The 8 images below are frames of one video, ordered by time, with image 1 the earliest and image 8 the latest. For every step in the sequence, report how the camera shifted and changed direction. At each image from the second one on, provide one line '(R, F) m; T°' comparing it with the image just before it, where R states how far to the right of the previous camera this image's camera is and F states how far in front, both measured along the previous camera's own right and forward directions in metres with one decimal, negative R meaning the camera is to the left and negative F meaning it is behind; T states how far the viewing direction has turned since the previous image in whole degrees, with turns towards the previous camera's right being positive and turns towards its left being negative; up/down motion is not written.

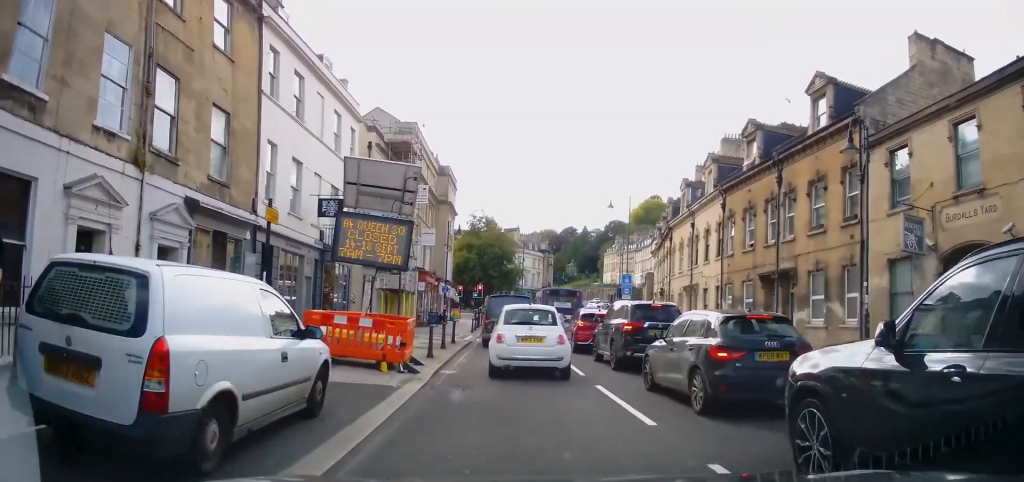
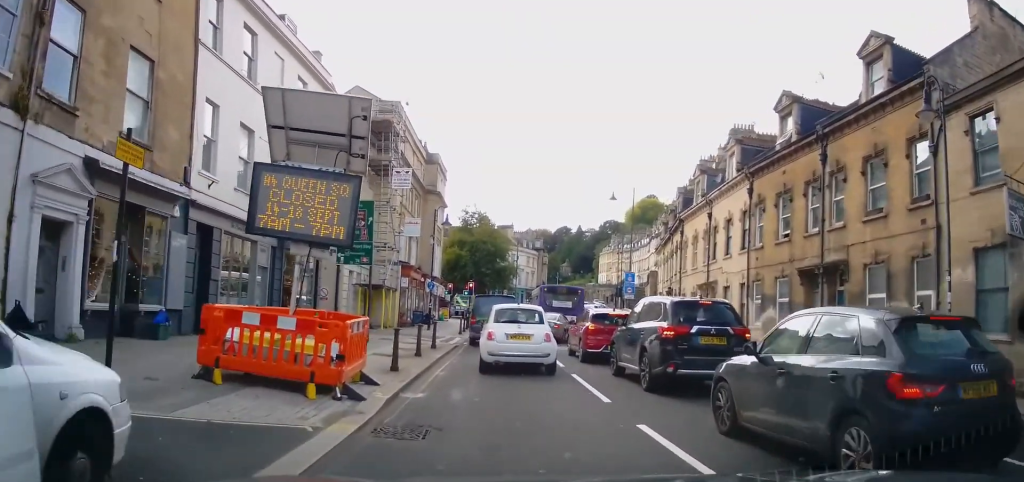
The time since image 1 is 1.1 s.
(-0.3, +4.2) m; -1°
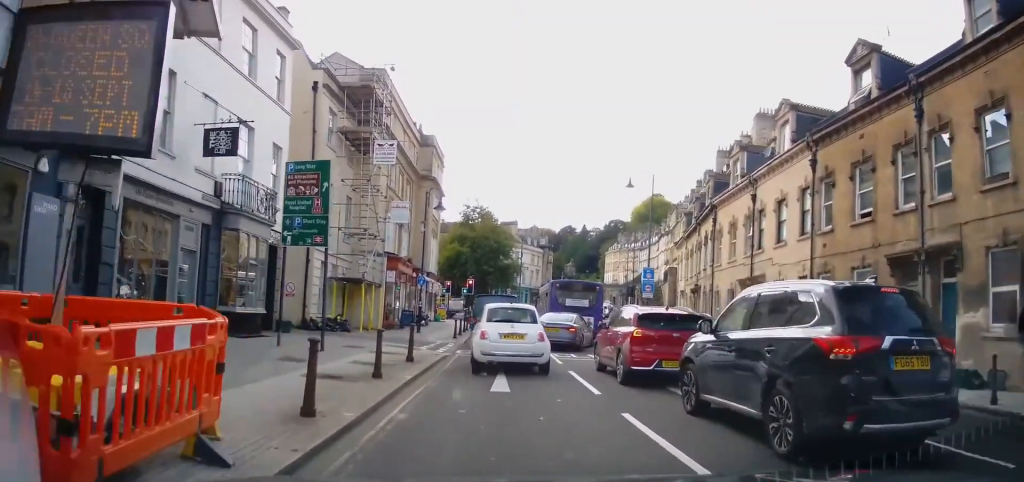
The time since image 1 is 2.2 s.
(+0.2, +4.8) m; +4°
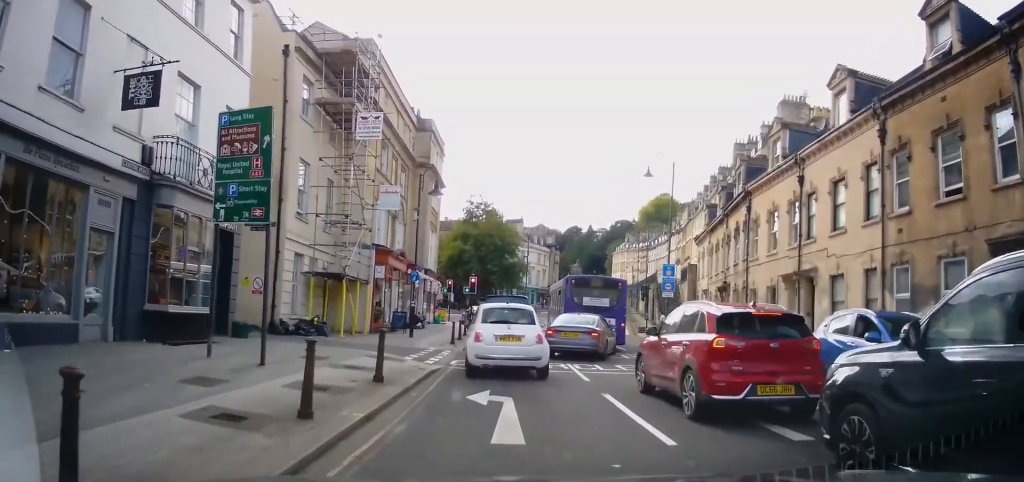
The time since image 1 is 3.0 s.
(+0.1, +3.4) m; 0°
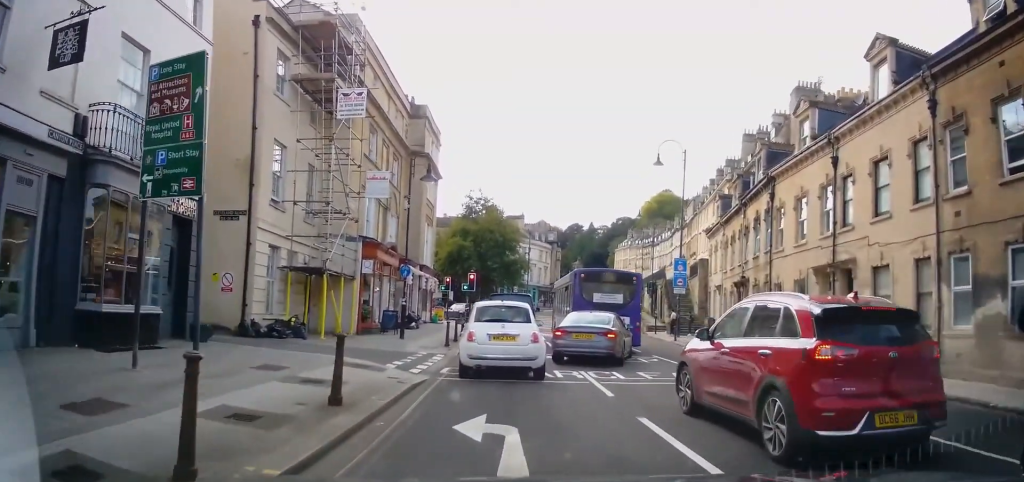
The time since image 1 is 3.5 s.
(+0.1, +2.4) m; -4°
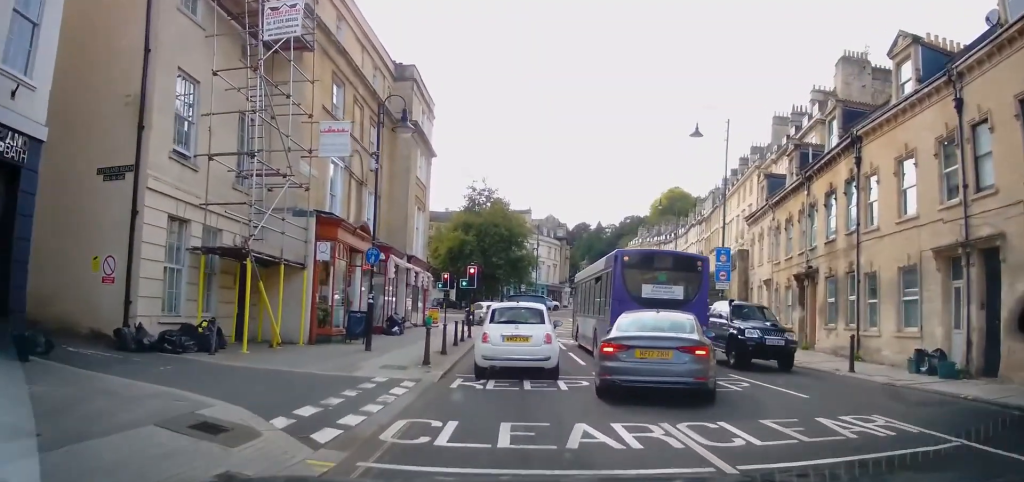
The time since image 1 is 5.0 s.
(-0.6, +6.8) m; -4°
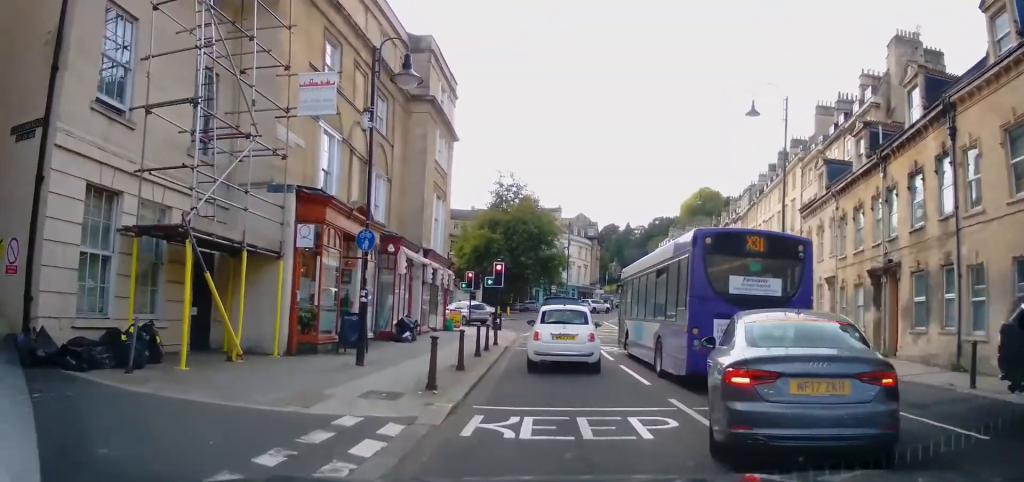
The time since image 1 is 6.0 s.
(+0.2, +4.1) m; +4°
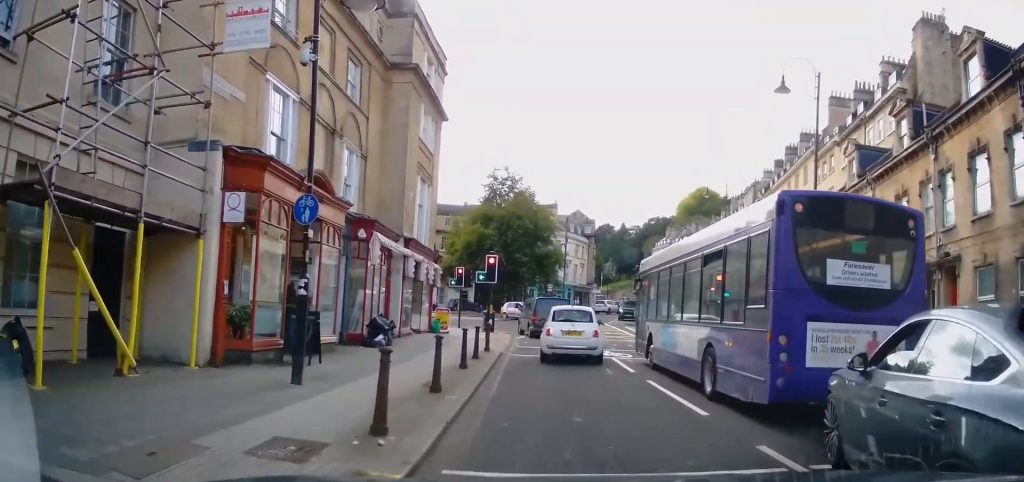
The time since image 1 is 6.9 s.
(-0.1, +3.4) m; +6°
